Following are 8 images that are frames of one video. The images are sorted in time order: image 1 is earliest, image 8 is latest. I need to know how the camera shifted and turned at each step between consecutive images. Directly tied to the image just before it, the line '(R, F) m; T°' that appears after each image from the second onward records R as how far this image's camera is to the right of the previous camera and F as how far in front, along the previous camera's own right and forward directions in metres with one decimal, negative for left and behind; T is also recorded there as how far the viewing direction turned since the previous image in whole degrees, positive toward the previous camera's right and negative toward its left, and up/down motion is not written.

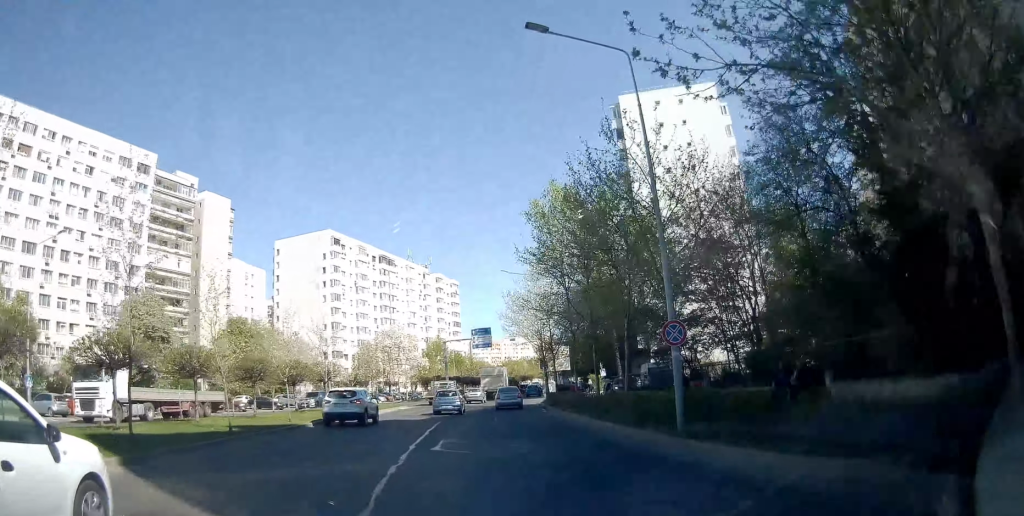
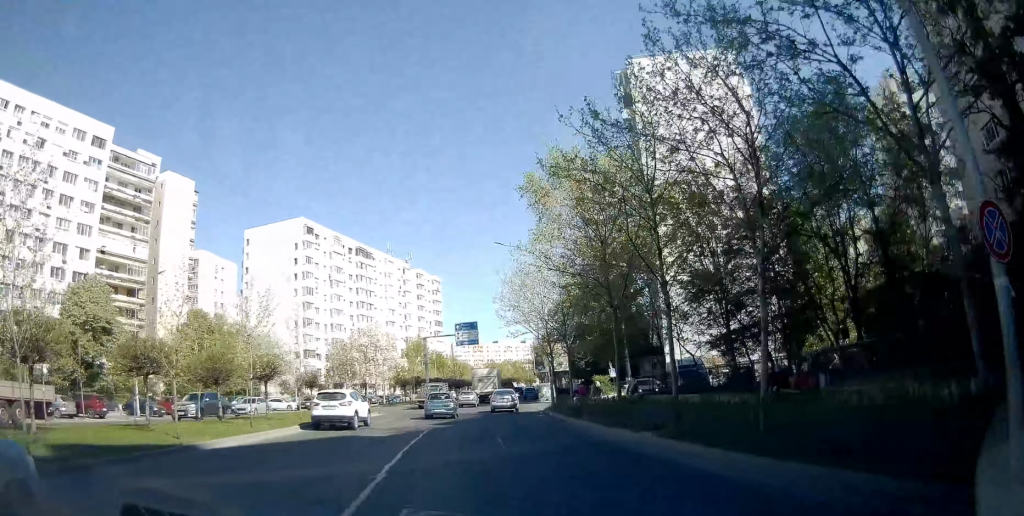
(+0.2, +9.7) m; +3°
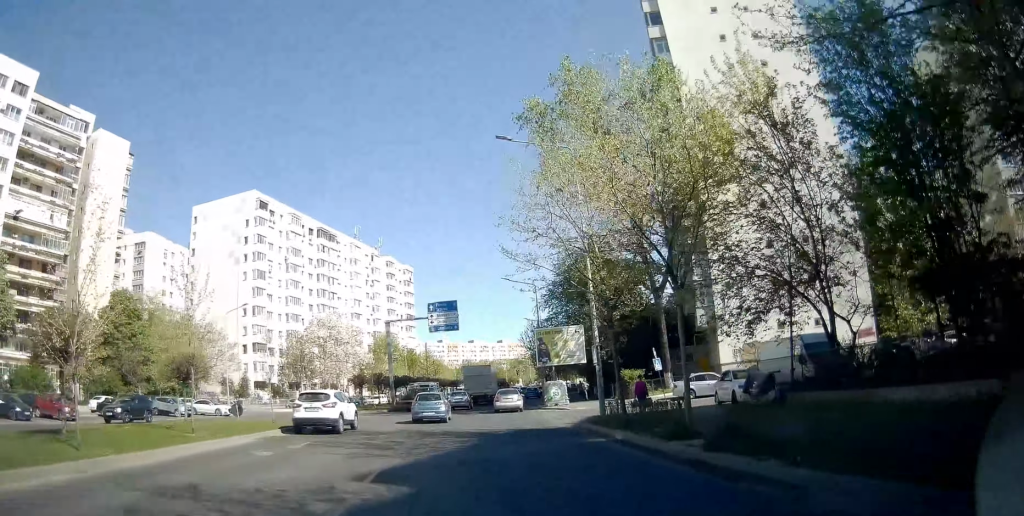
(+0.6, +16.0) m; +3°
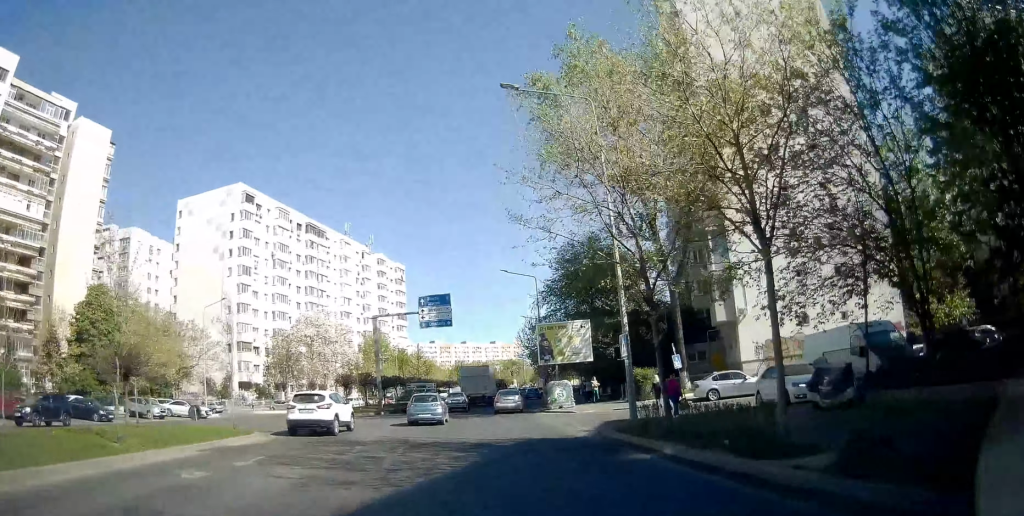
(0.0, +4.1) m; 0°
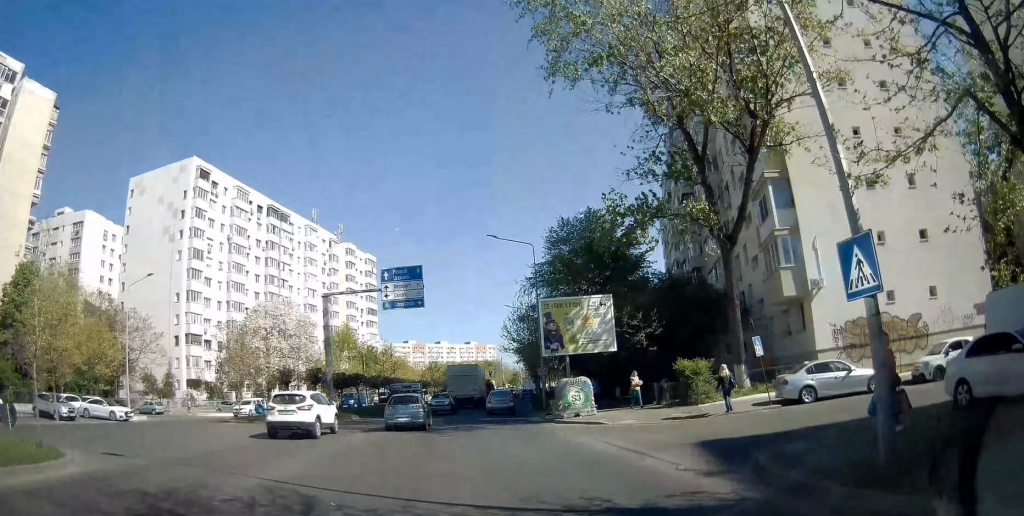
(0.0, +10.2) m; 0°
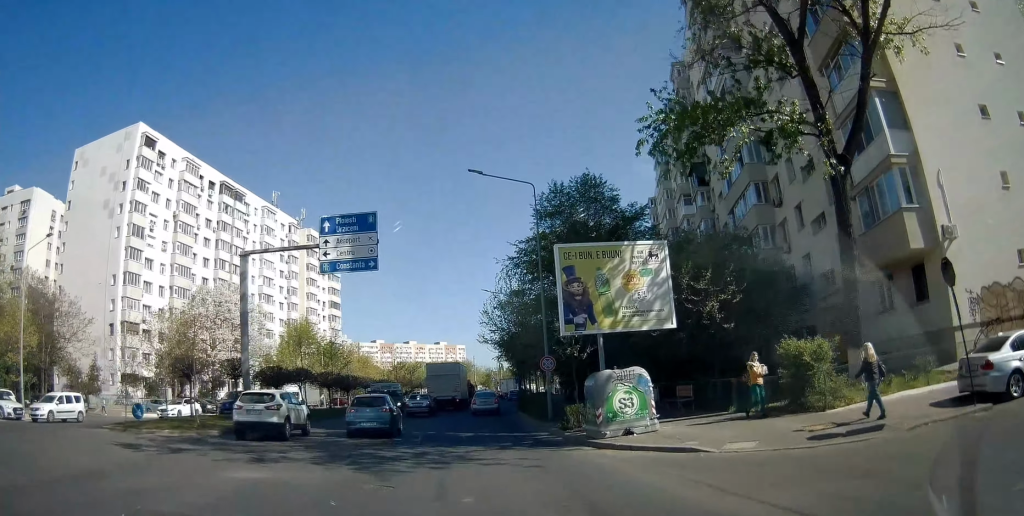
(+0.1, +10.5) m; +2°
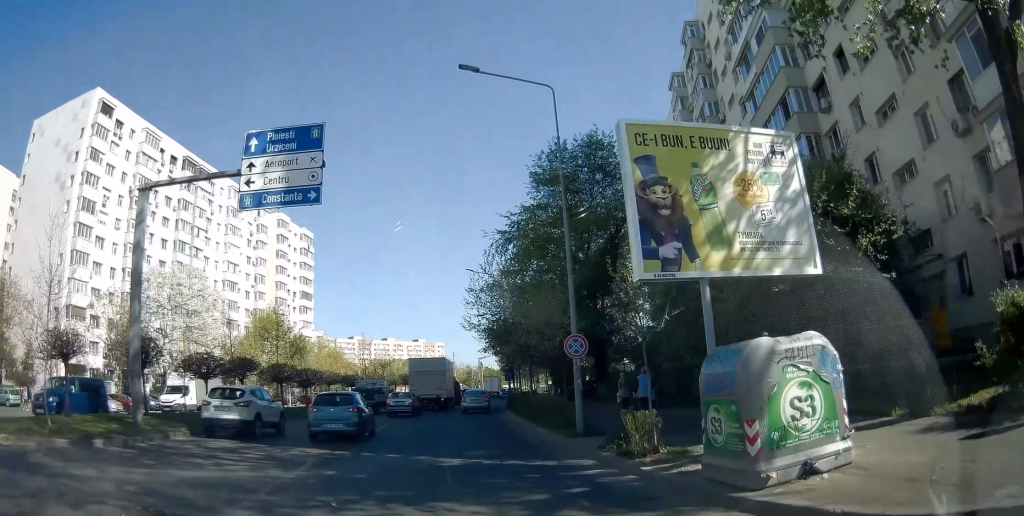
(+0.2, +8.3) m; +3°
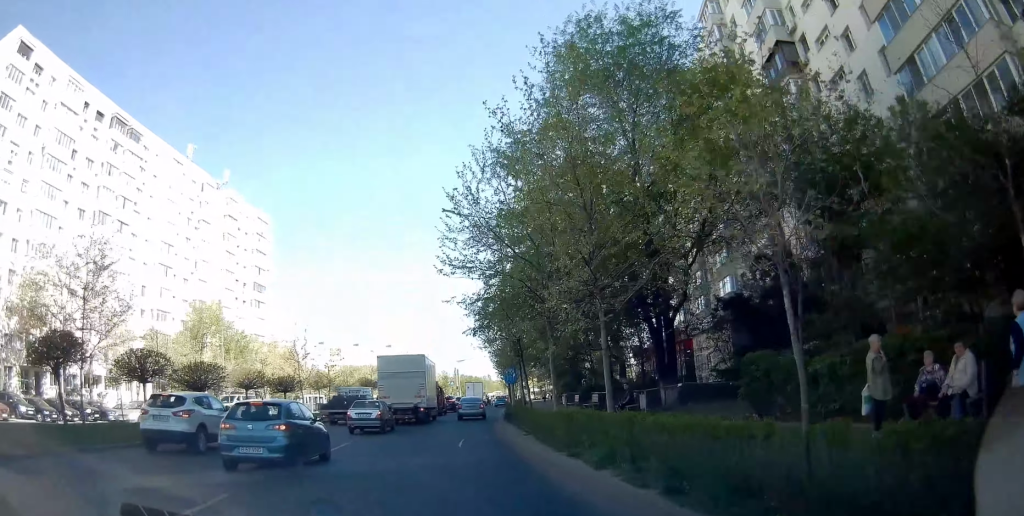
(+1.0, +16.0) m; +5°
